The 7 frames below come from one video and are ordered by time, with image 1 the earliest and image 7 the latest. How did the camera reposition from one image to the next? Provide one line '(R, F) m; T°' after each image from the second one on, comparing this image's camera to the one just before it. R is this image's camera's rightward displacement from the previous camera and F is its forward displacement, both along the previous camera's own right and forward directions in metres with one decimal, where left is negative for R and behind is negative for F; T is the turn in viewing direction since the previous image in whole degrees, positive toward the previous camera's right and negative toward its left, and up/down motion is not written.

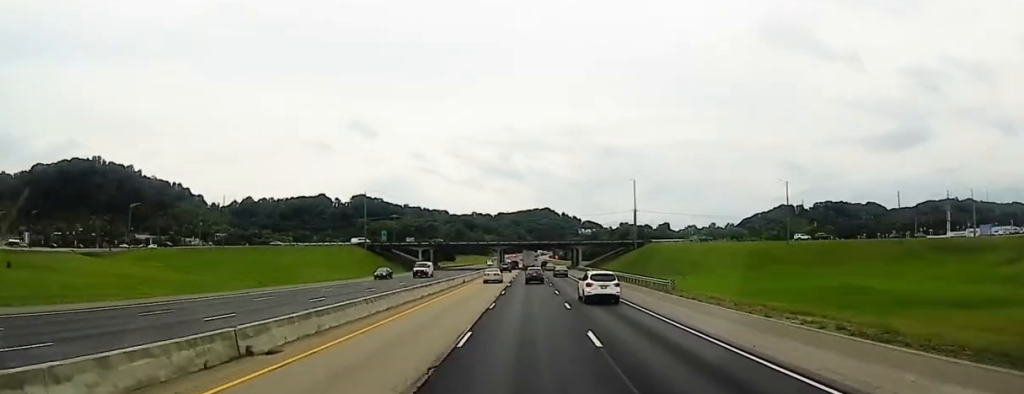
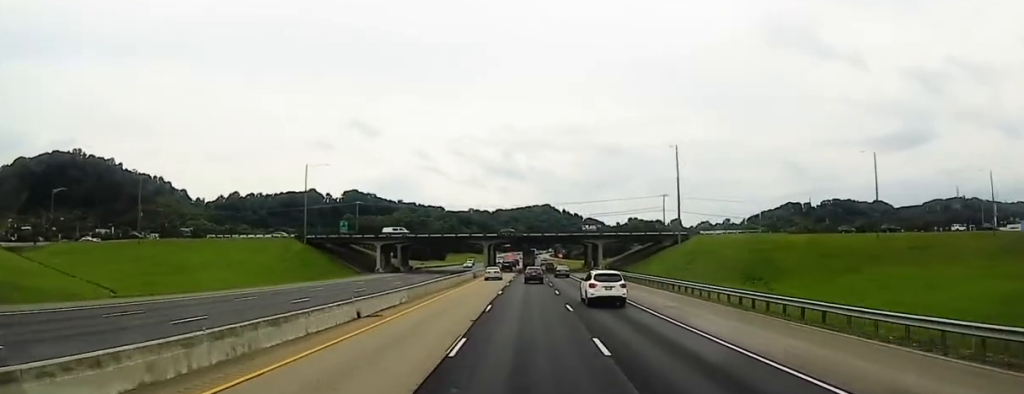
(-1.7, +39.0) m; -3°
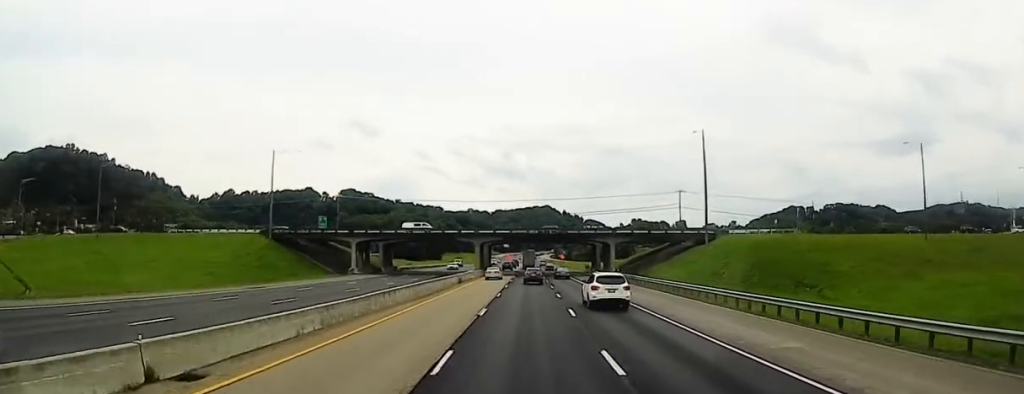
(-0.5, +14.6) m; +1°
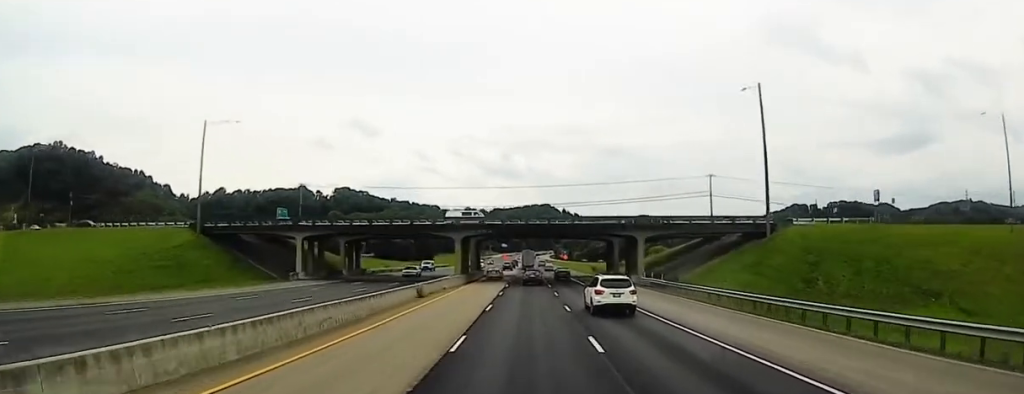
(+0.7, +21.4) m; +1°
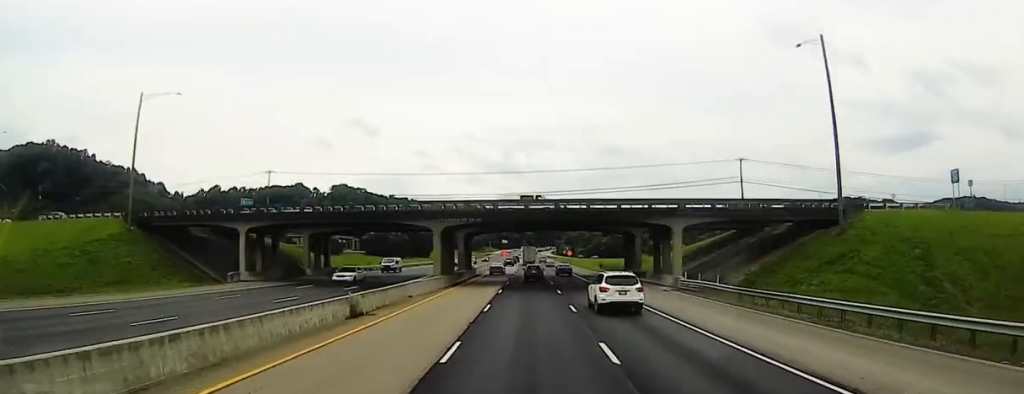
(+0.7, +14.6) m; +1°
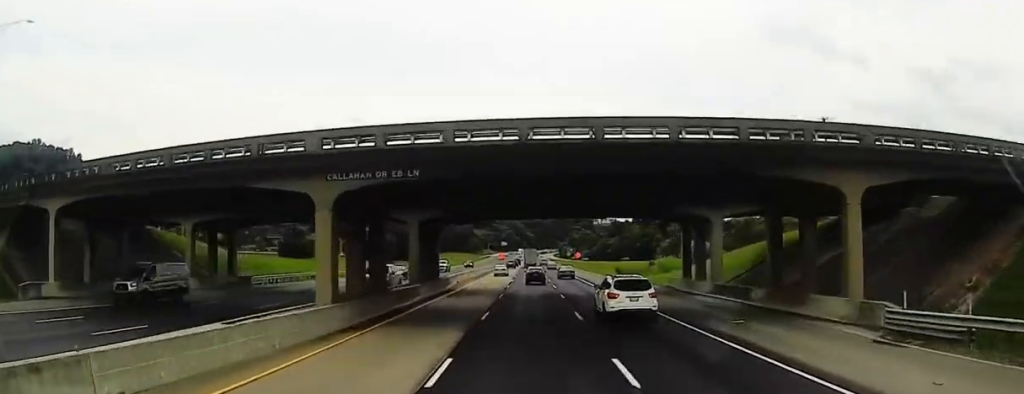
(-0.9, +26.5) m; -2°
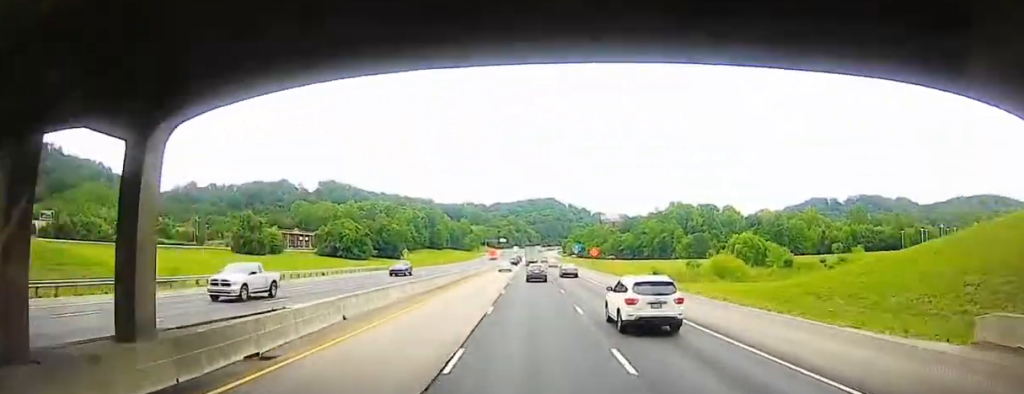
(-0.1, +35.5) m; 0°
